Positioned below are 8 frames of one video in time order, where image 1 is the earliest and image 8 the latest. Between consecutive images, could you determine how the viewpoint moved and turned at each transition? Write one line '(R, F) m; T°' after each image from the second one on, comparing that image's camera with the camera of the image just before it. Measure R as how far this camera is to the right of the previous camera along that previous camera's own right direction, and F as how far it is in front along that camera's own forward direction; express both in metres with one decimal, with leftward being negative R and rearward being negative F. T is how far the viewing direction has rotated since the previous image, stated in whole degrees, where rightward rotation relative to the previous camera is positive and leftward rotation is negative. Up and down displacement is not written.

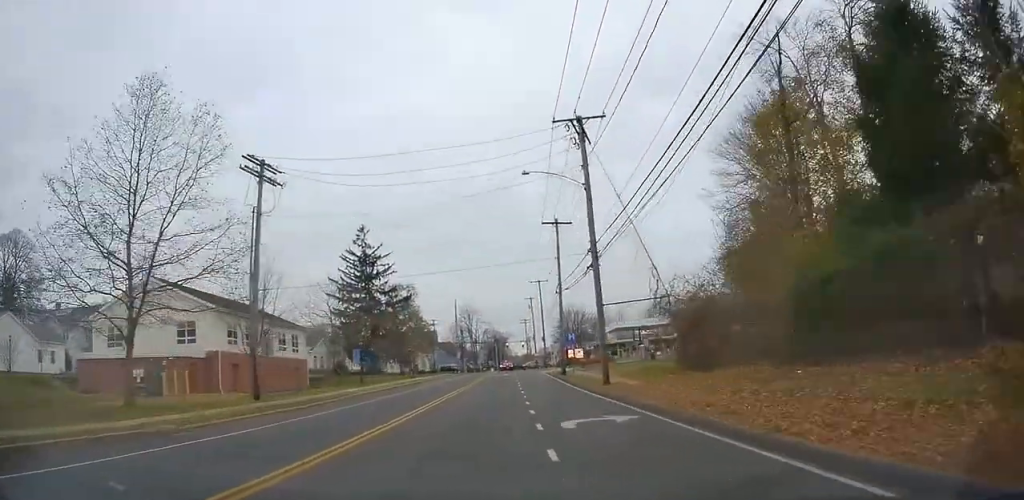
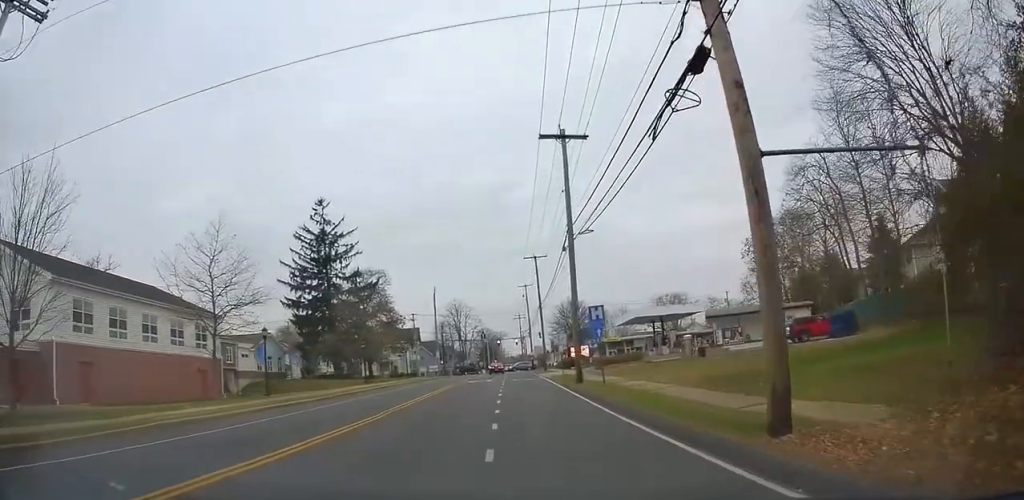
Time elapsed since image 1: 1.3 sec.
(-0.5, +19.1) m; 0°
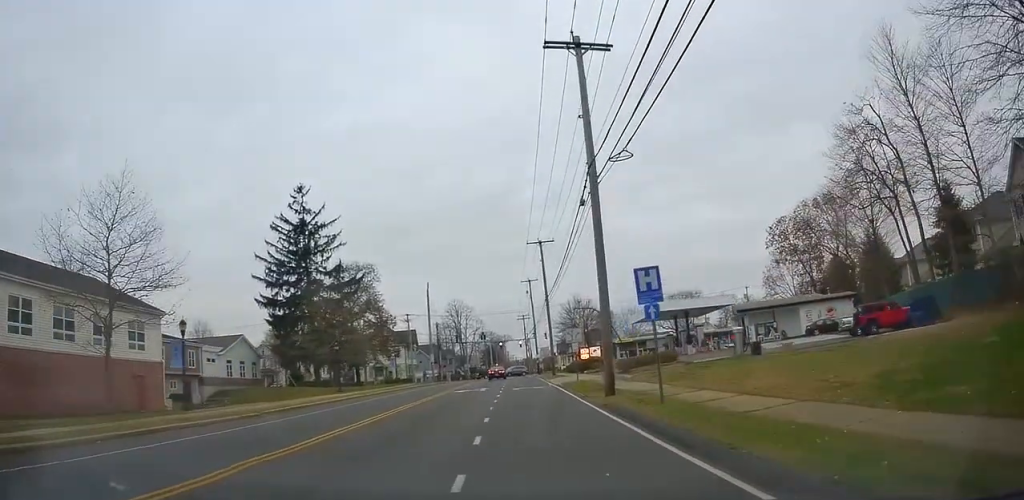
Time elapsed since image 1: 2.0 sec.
(+0.4, +9.4) m; +2°
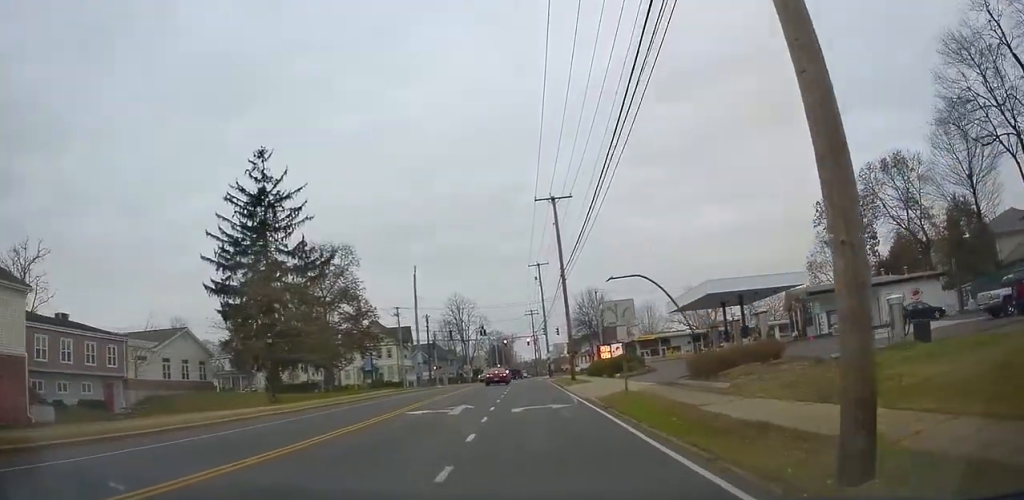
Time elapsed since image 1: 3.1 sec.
(+0.2, +14.2) m; +1°
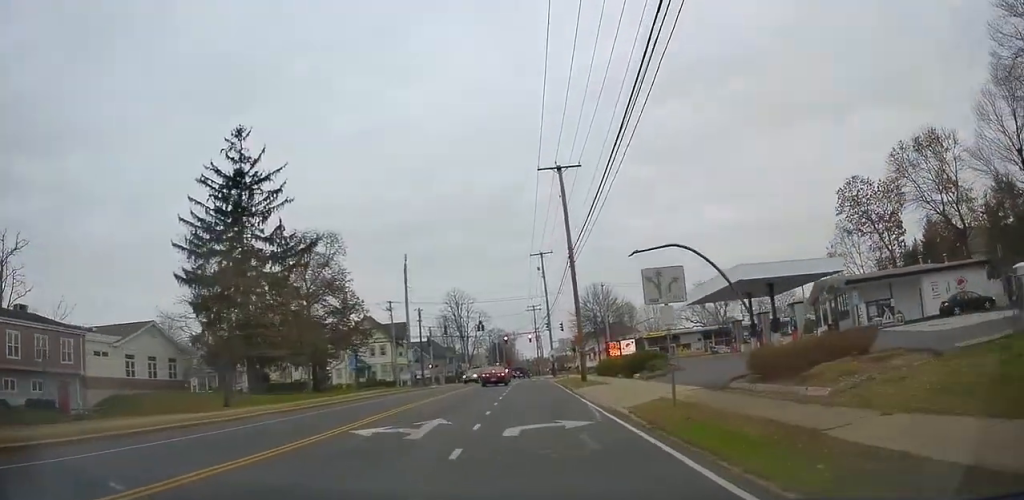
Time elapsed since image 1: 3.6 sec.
(0.0, +5.8) m; -1°
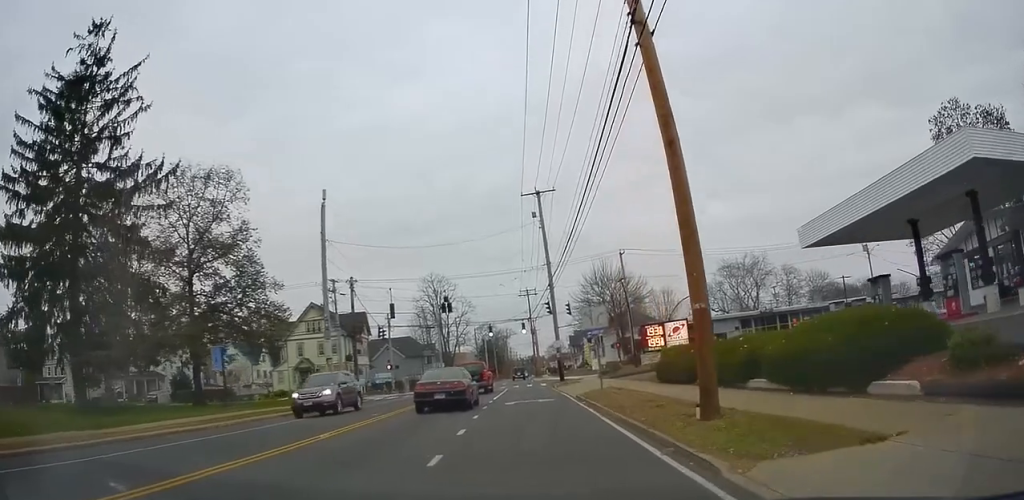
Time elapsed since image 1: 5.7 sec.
(-0.5, +23.0) m; -1°
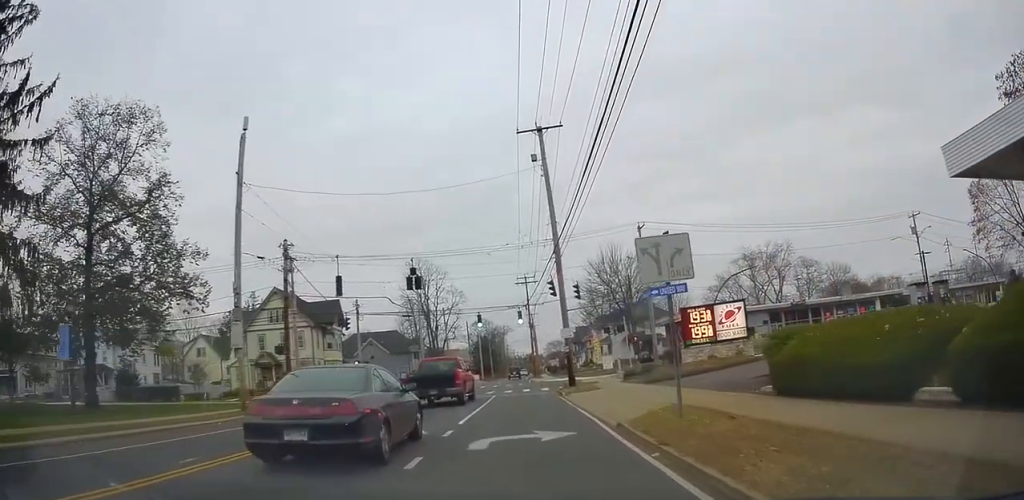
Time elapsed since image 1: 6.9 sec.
(0.0, +11.5) m; 0°
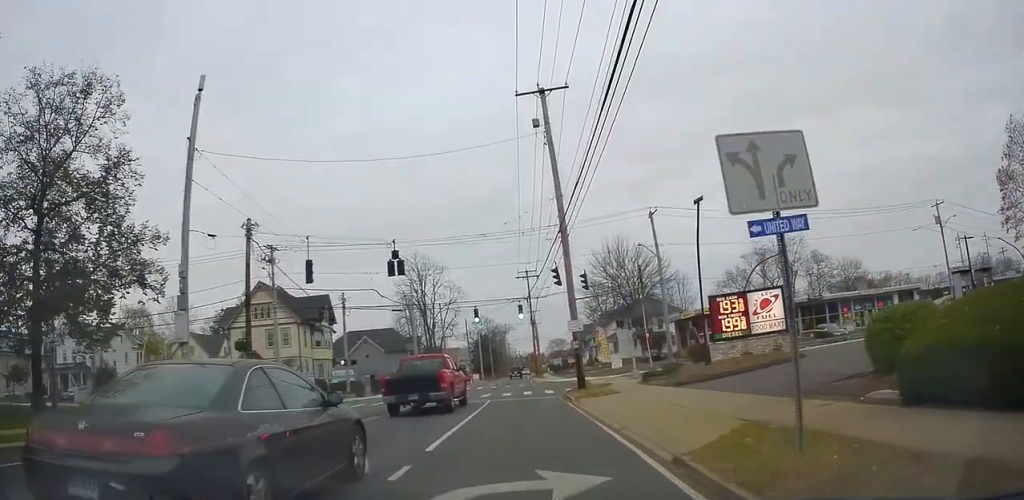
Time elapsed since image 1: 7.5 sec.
(-0.1, +4.5) m; 0°
